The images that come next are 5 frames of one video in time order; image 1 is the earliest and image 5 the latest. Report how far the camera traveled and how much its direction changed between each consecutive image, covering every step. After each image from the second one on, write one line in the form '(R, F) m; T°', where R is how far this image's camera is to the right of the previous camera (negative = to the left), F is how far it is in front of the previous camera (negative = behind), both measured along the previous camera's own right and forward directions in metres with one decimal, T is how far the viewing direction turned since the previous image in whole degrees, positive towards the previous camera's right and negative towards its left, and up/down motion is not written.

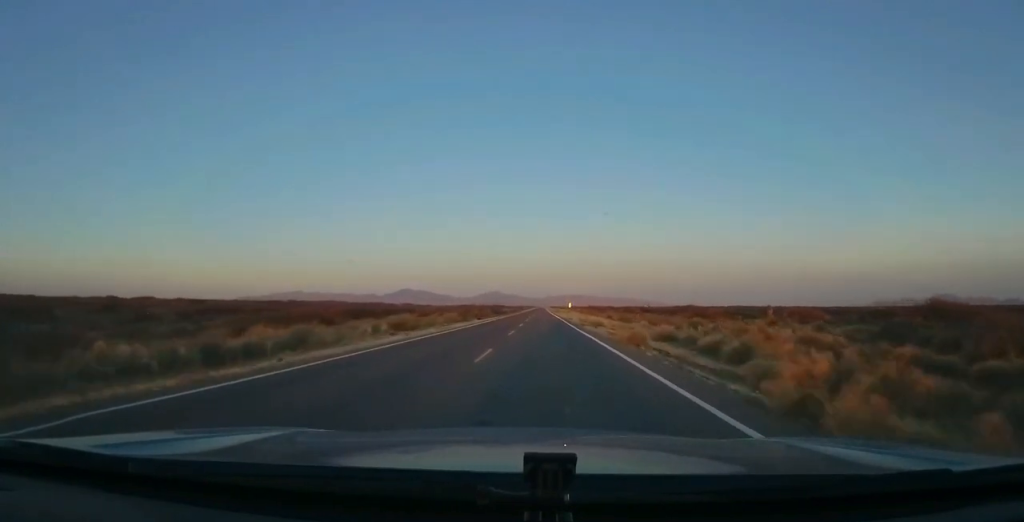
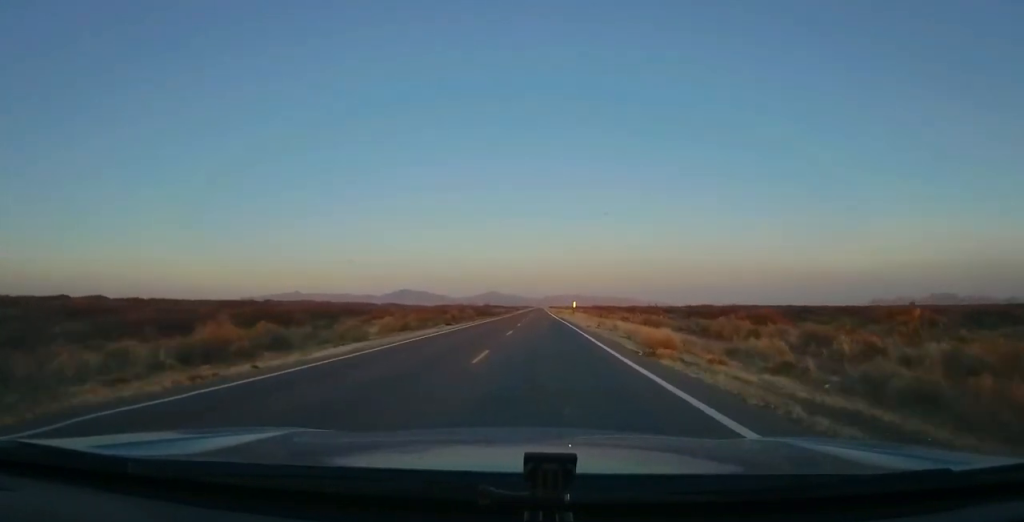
(0.0, +24.5) m; -1°
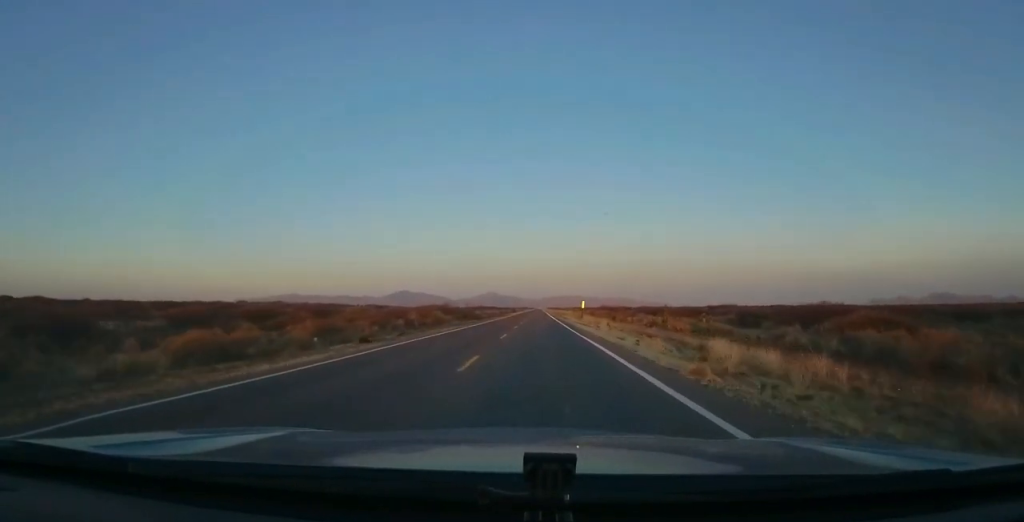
(-0.4, +25.4) m; -1°
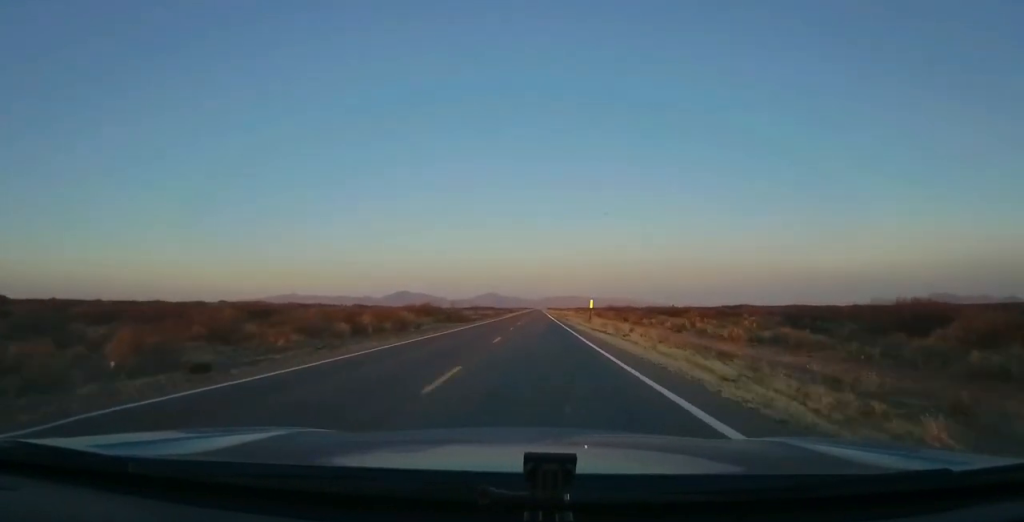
(0.0, +14.6) m; +1°
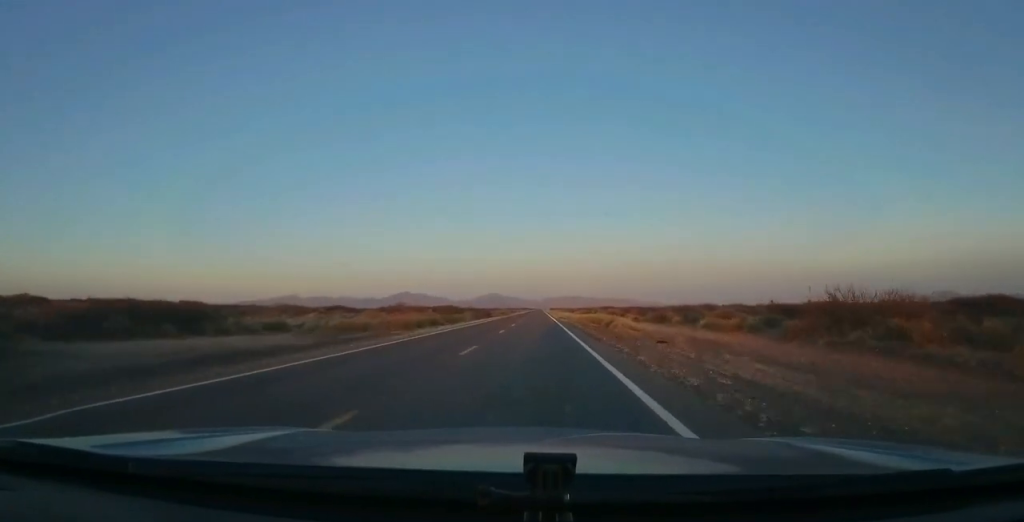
(+3.5, +101.1) m; +2°
